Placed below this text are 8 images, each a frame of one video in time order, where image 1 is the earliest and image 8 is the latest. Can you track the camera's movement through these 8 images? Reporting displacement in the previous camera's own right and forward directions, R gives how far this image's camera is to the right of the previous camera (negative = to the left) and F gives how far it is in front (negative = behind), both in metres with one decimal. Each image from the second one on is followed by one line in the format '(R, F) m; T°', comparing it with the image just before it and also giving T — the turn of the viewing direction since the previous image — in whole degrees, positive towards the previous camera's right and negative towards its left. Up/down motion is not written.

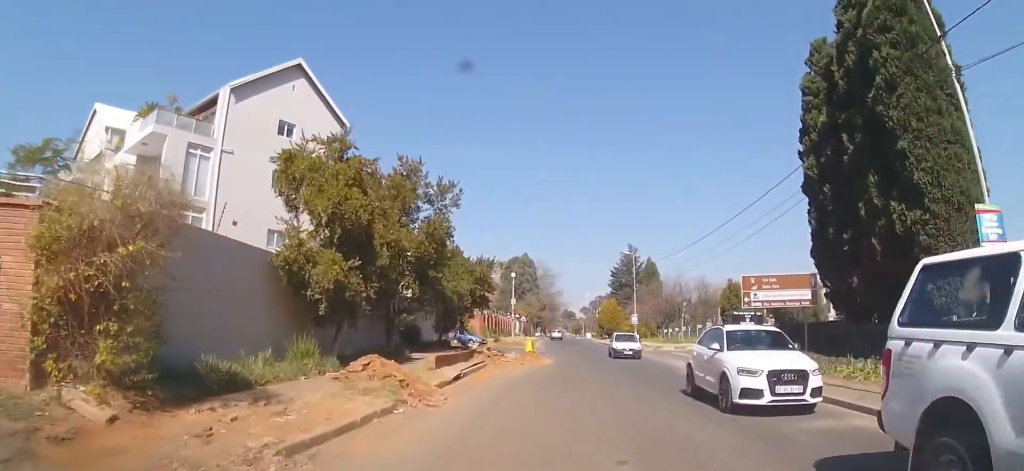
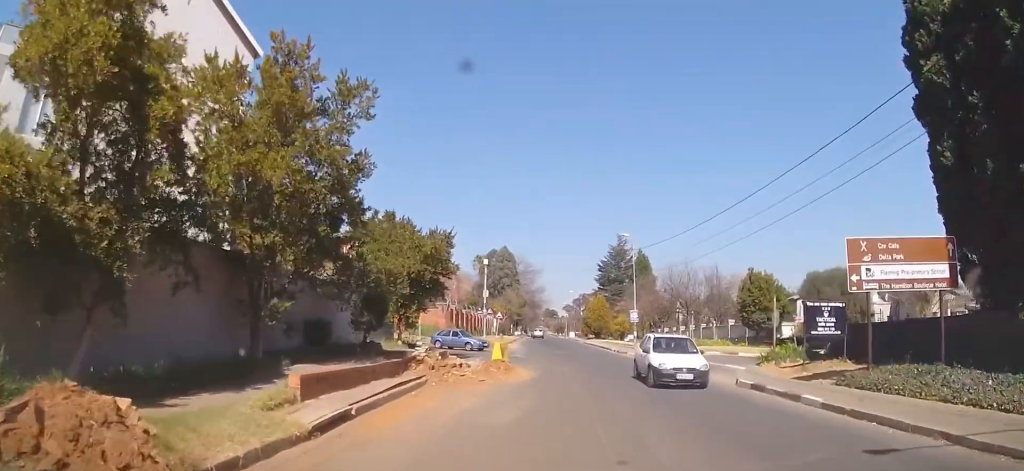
(+0.5, +10.1) m; +1°
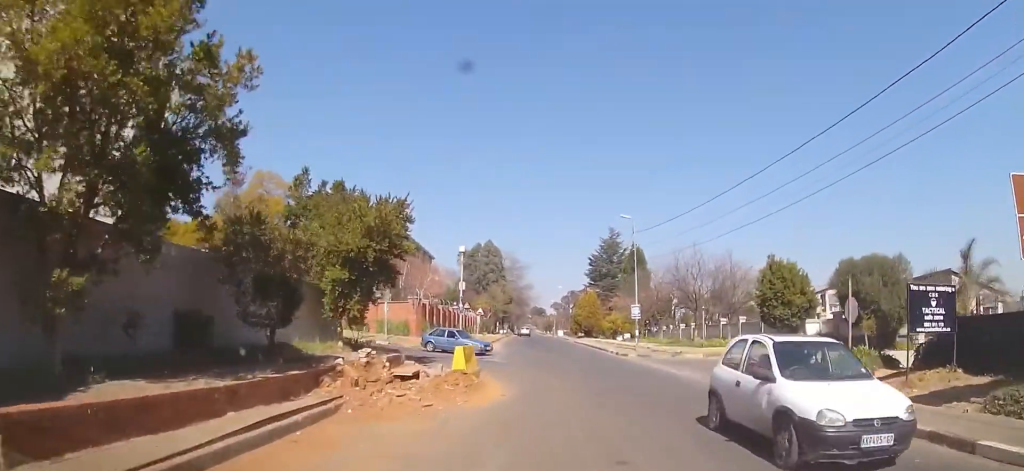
(-0.2, +6.3) m; +2°
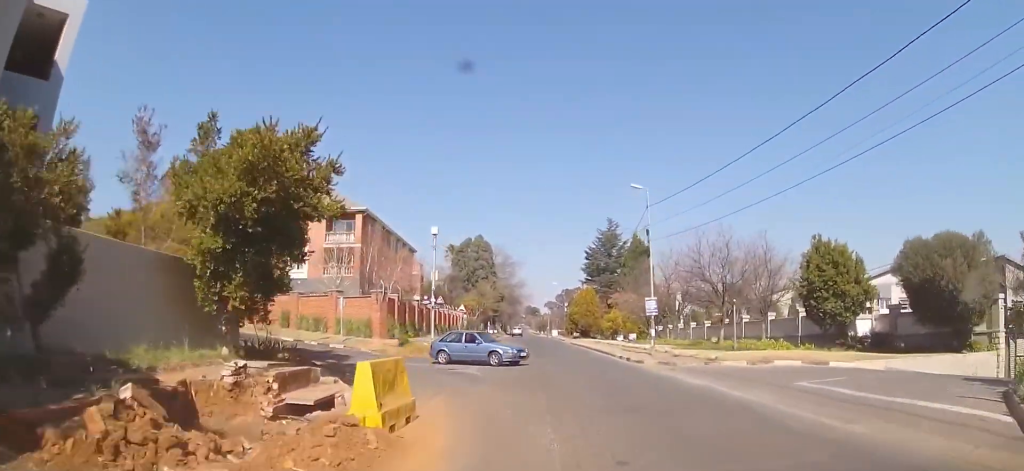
(+0.3, +7.2) m; +1°
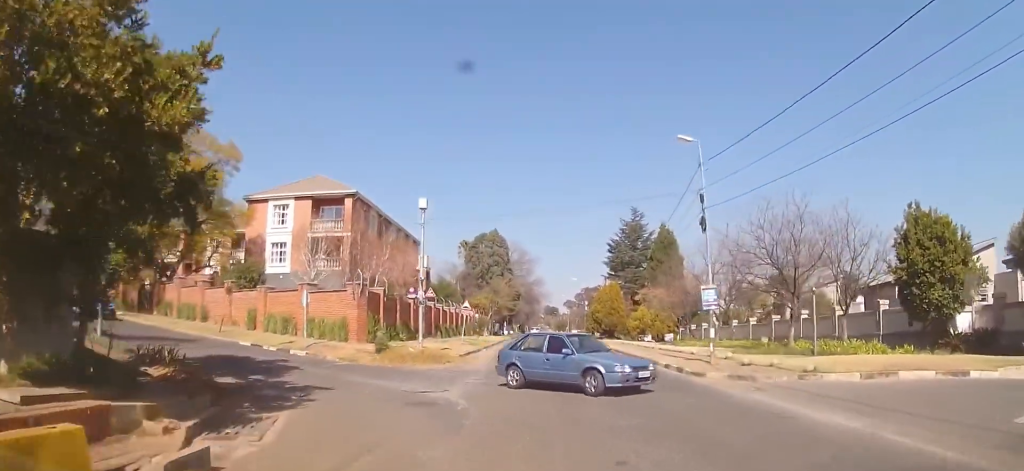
(+0.1, +7.0) m; -1°
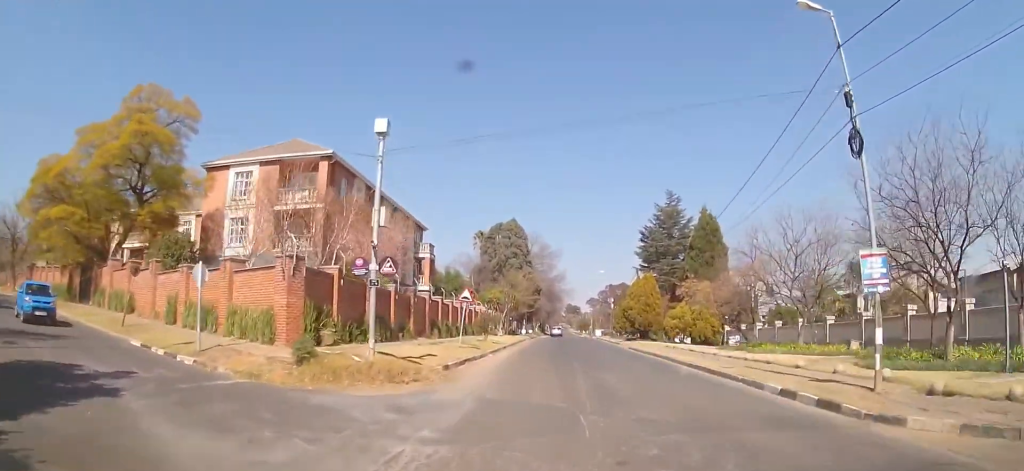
(-0.4, +9.0) m; -2°
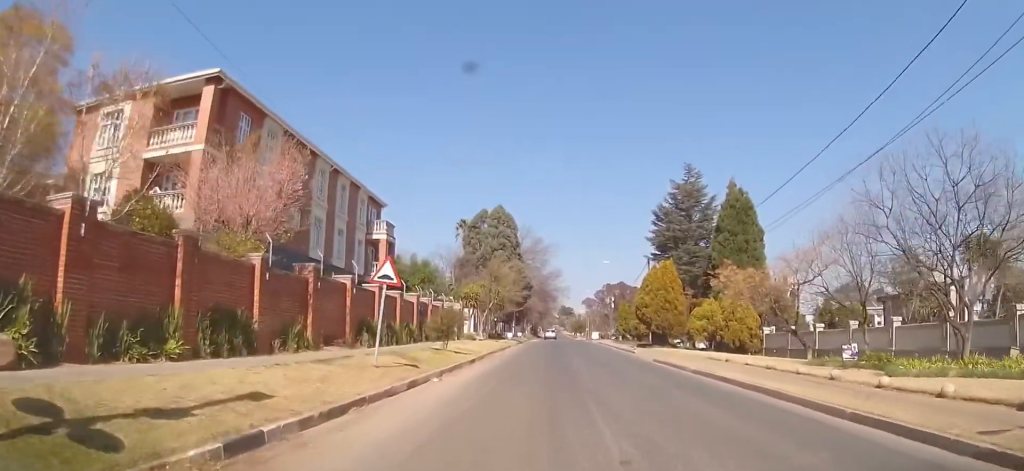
(+0.2, +11.7) m; +1°
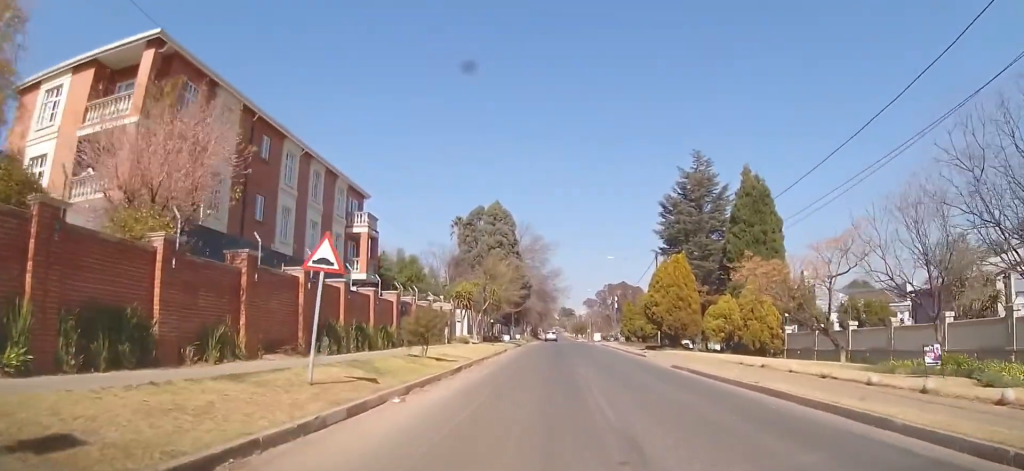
(0.0, +4.2) m; 0°
